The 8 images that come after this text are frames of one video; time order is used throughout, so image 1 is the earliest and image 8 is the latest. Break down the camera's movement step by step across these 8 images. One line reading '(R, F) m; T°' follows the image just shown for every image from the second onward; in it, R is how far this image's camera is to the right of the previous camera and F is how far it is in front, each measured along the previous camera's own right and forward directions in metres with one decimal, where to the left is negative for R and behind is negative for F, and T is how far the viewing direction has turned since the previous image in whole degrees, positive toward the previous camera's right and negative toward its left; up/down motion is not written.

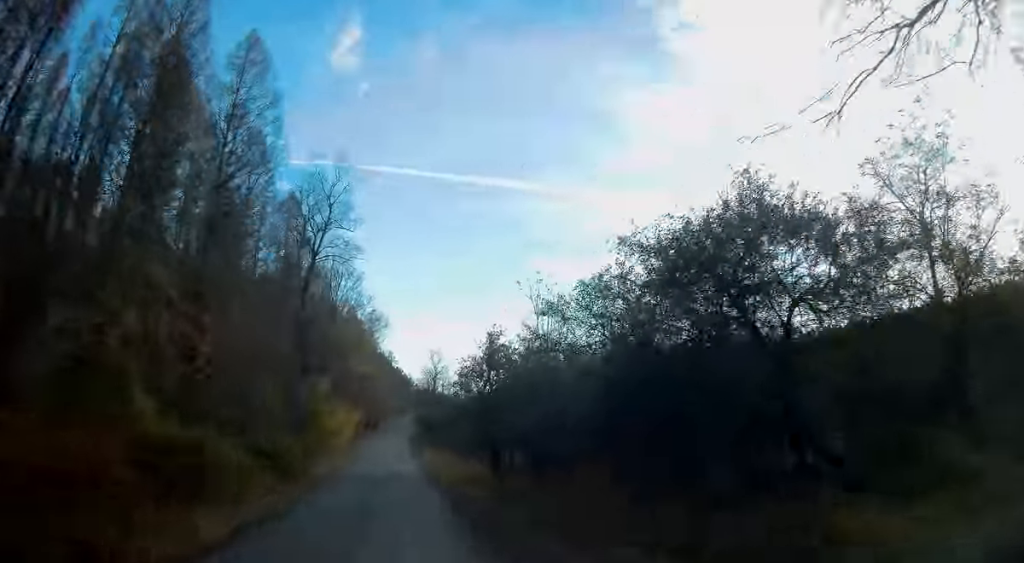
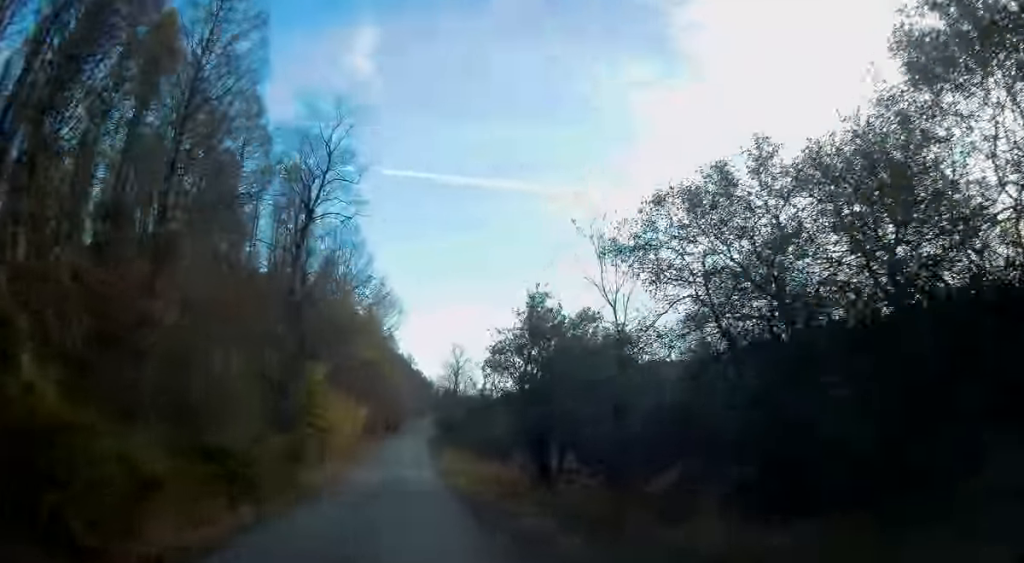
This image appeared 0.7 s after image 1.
(-0.1, +8.4) m; -3°
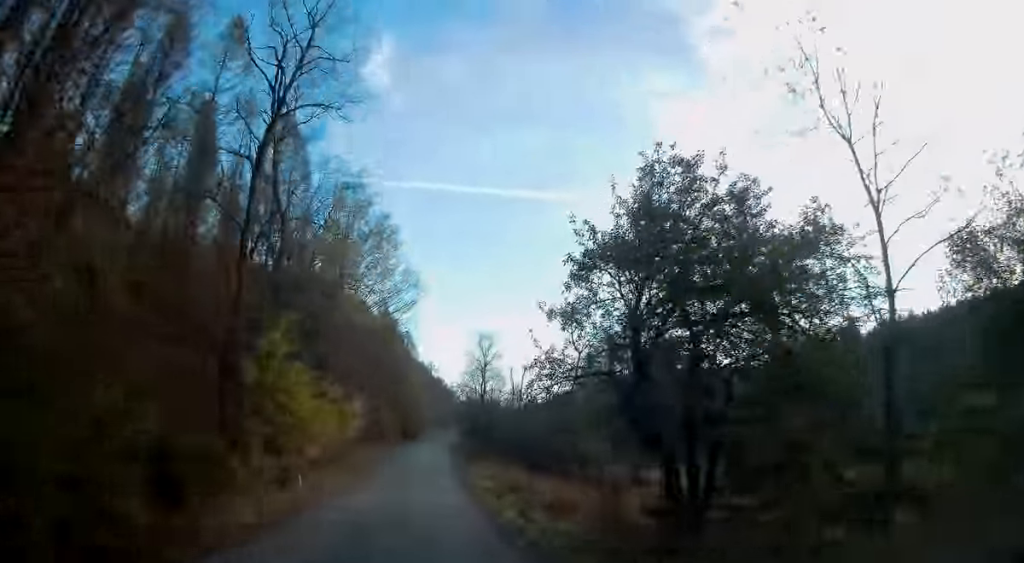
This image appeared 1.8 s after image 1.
(-0.5, +12.6) m; -2°
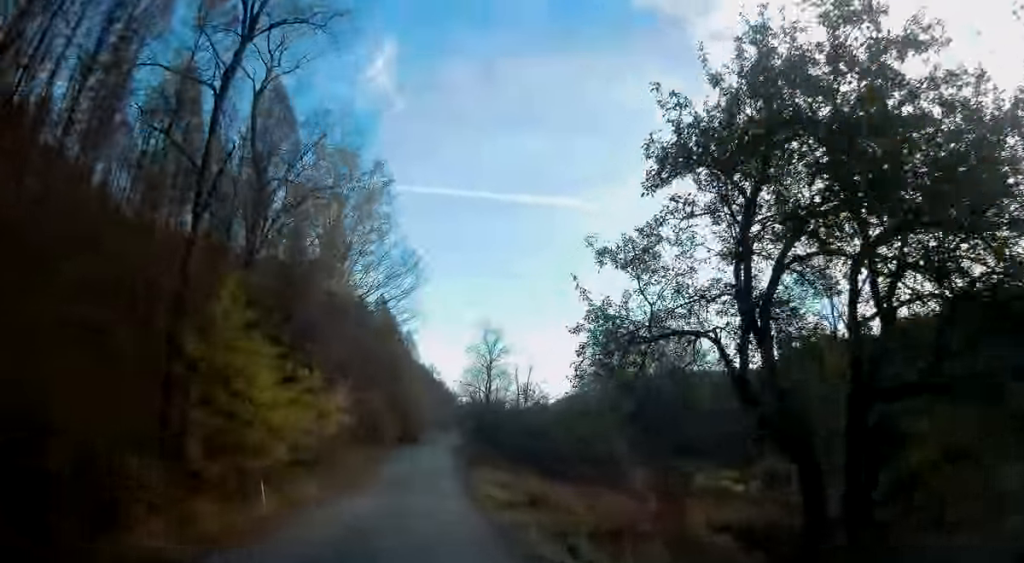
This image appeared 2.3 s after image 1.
(+0.1, +5.5) m; 0°
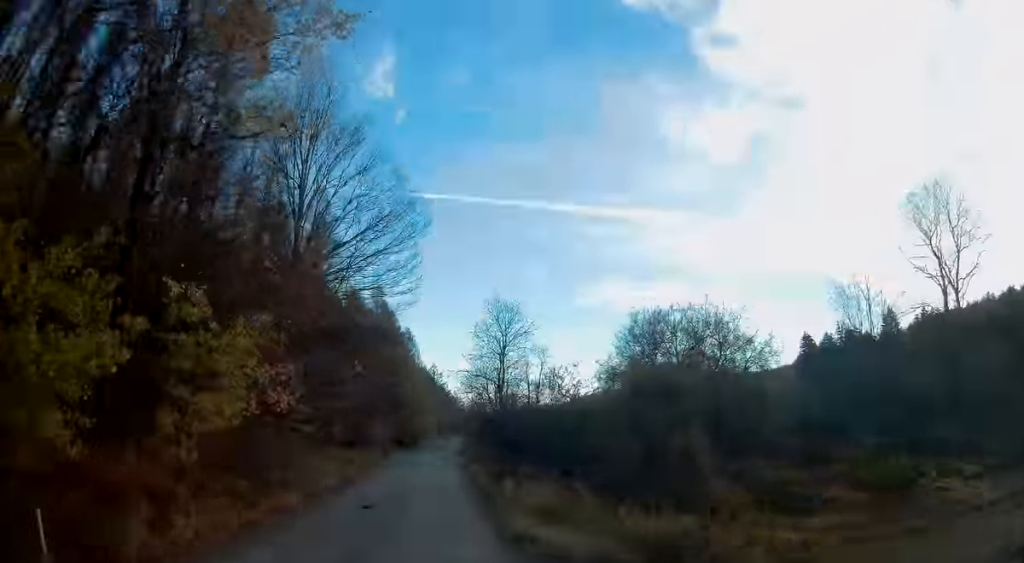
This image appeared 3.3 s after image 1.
(-0.1, +11.9) m; 0°
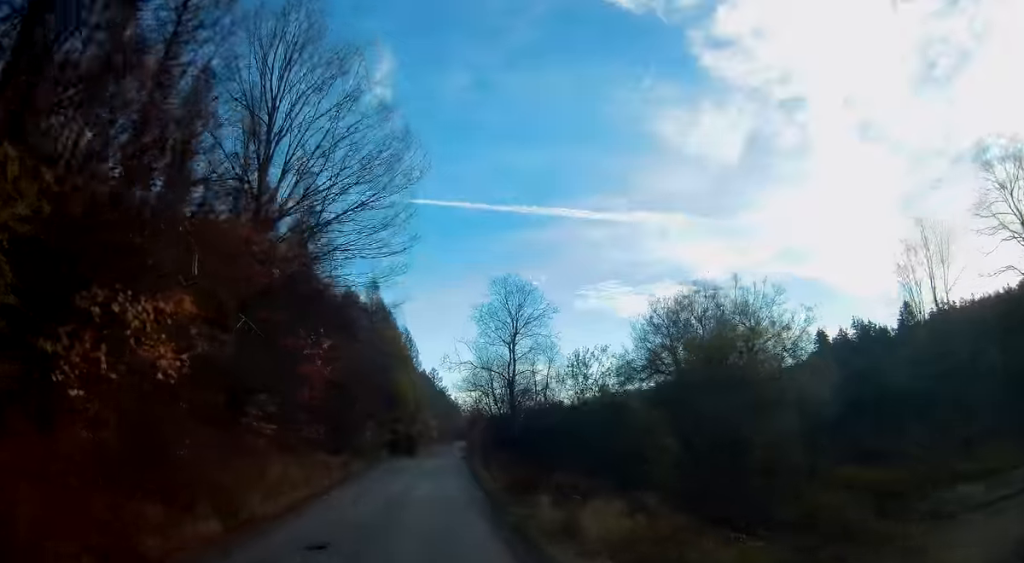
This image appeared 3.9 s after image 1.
(+0.1, +7.6) m; -1°
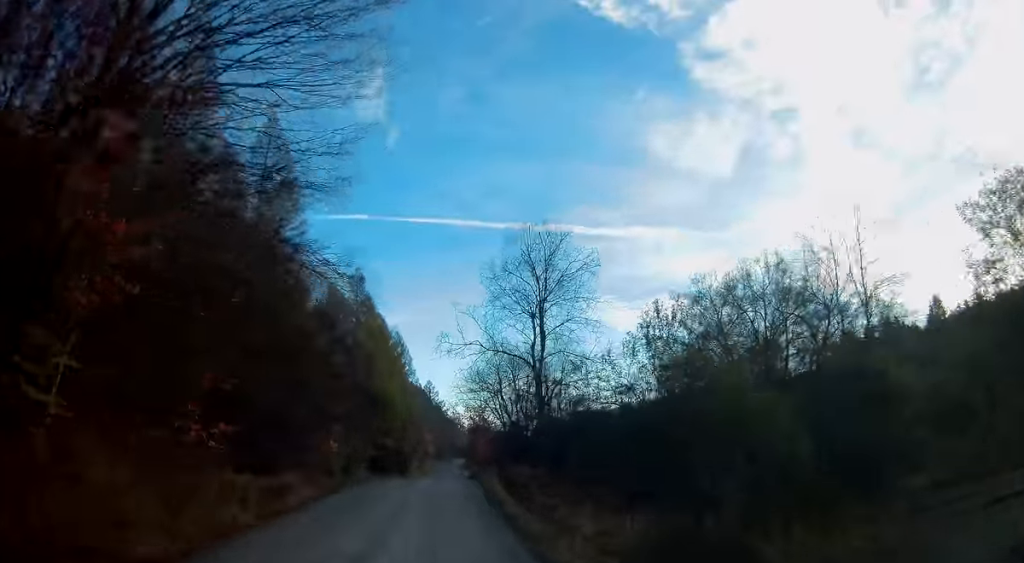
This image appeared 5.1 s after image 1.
(-0.2, +13.9) m; -1°
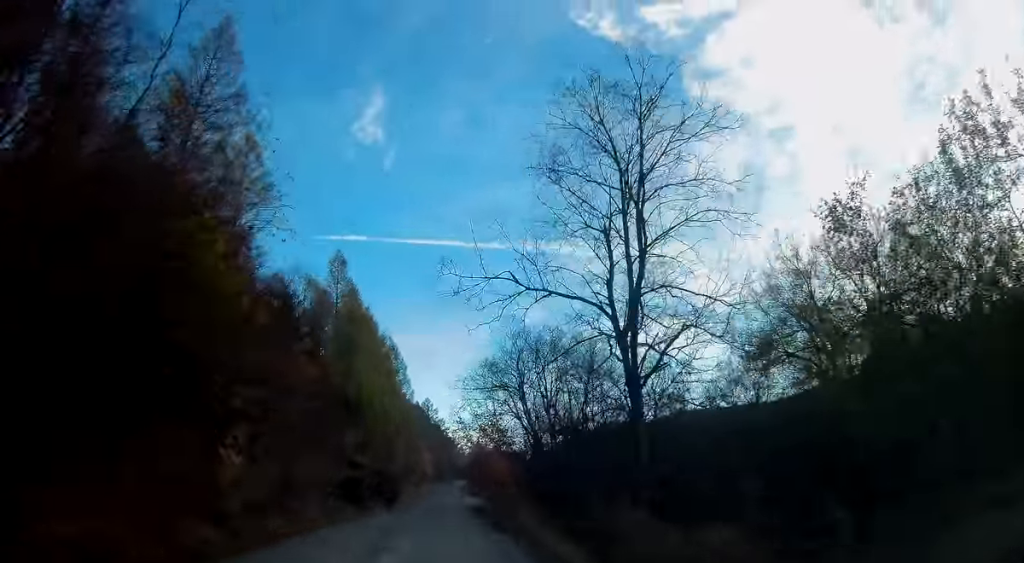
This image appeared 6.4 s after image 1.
(+0.3, +15.5) m; 0°
